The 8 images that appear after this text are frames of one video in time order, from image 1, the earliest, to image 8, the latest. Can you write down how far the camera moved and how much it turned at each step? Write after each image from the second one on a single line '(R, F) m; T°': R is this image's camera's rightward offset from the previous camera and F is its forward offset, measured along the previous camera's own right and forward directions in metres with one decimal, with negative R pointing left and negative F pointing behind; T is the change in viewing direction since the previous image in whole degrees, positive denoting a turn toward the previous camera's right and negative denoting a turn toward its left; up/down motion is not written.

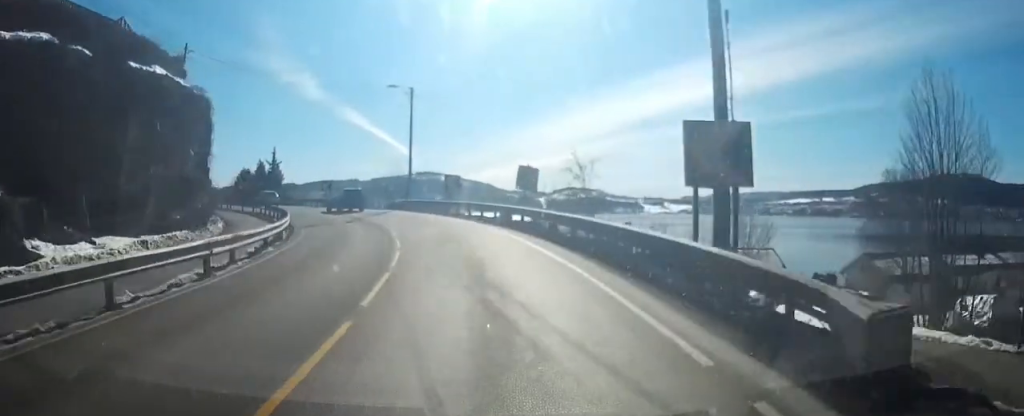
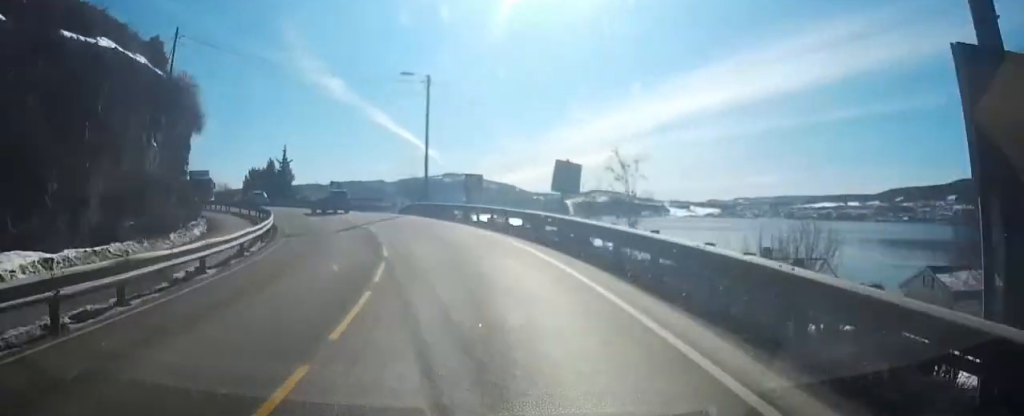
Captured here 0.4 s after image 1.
(0.0, +5.8) m; -2°
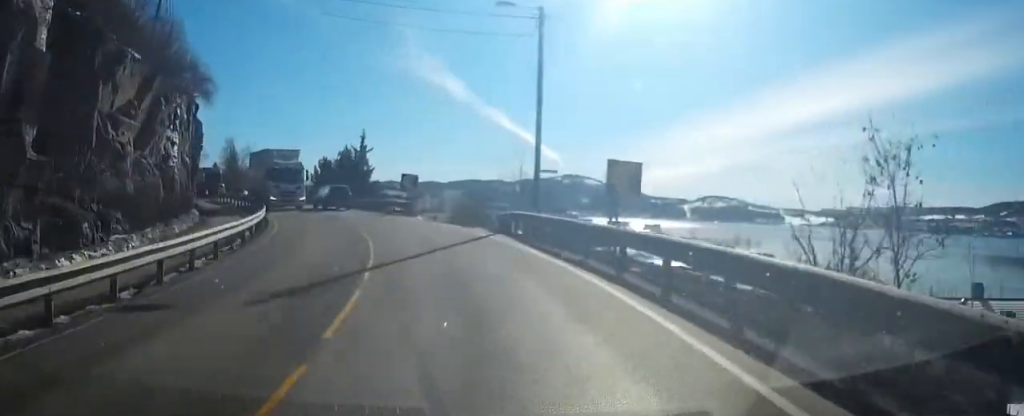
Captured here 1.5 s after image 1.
(-0.9, +15.8) m; -8°
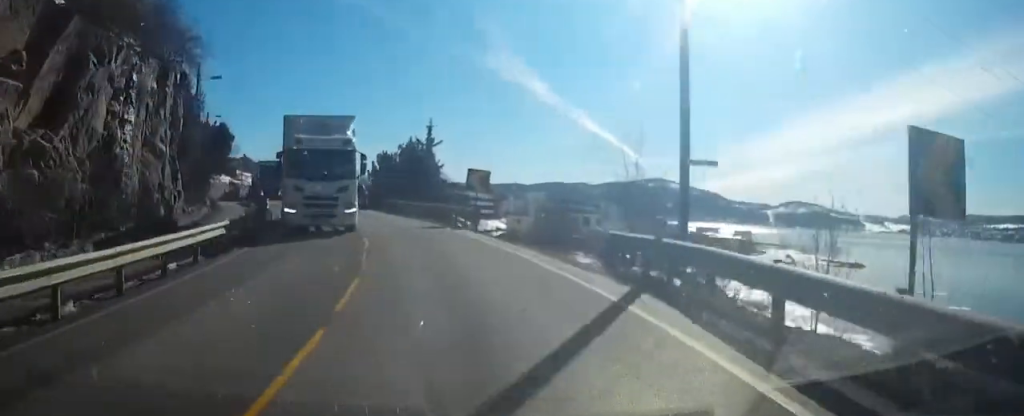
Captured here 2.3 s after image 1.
(-0.7, +10.3) m; -7°
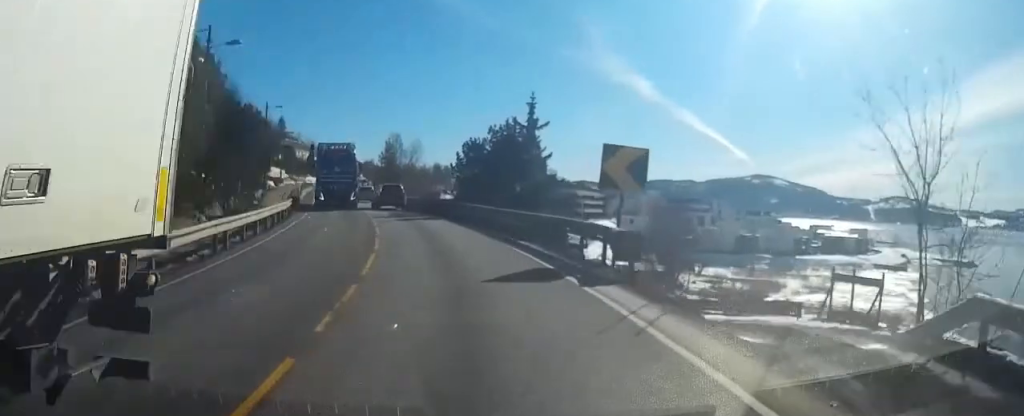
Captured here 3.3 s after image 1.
(-1.1, +12.5) m; -9°
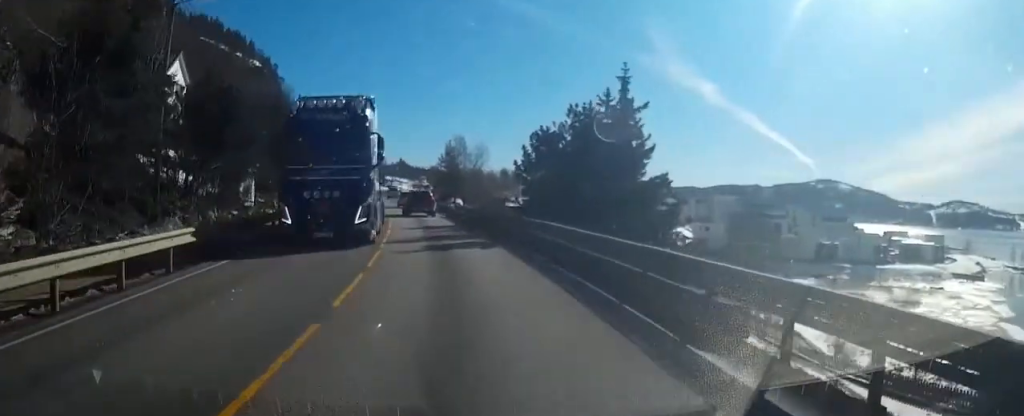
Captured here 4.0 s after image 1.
(-0.7, +10.0) m; -7°
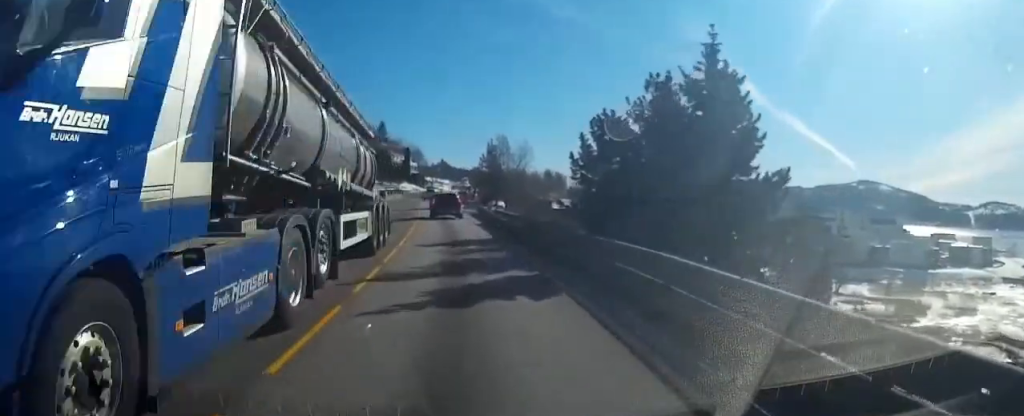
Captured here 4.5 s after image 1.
(-0.1, +6.5) m; -4°
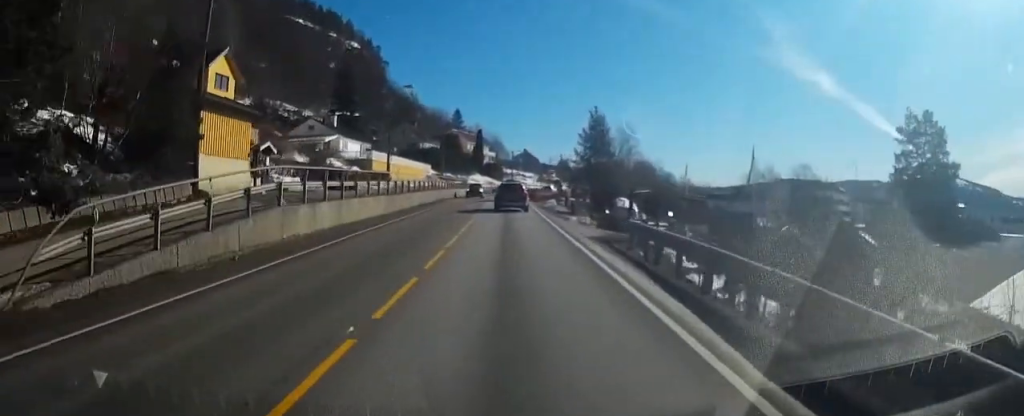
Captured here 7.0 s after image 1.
(-4.1, +32.0) m; -11°
